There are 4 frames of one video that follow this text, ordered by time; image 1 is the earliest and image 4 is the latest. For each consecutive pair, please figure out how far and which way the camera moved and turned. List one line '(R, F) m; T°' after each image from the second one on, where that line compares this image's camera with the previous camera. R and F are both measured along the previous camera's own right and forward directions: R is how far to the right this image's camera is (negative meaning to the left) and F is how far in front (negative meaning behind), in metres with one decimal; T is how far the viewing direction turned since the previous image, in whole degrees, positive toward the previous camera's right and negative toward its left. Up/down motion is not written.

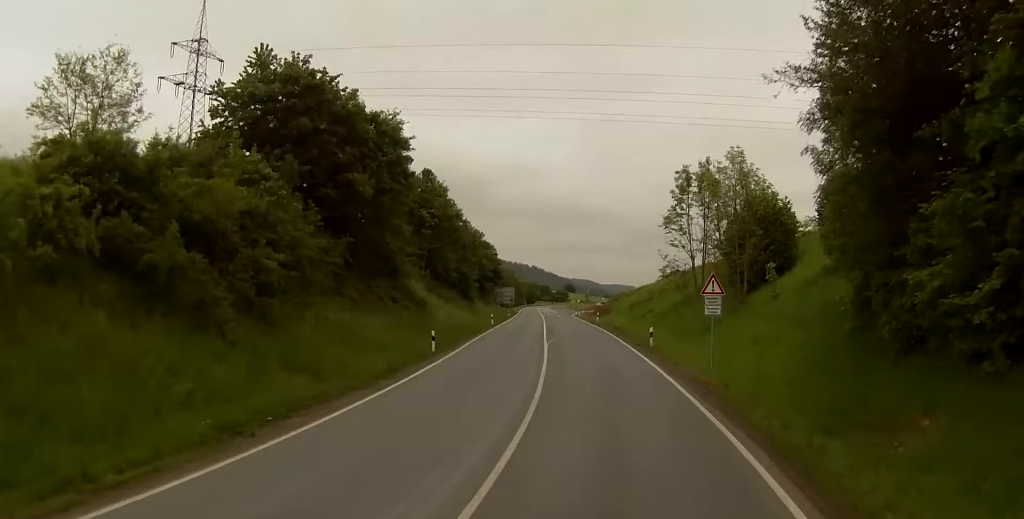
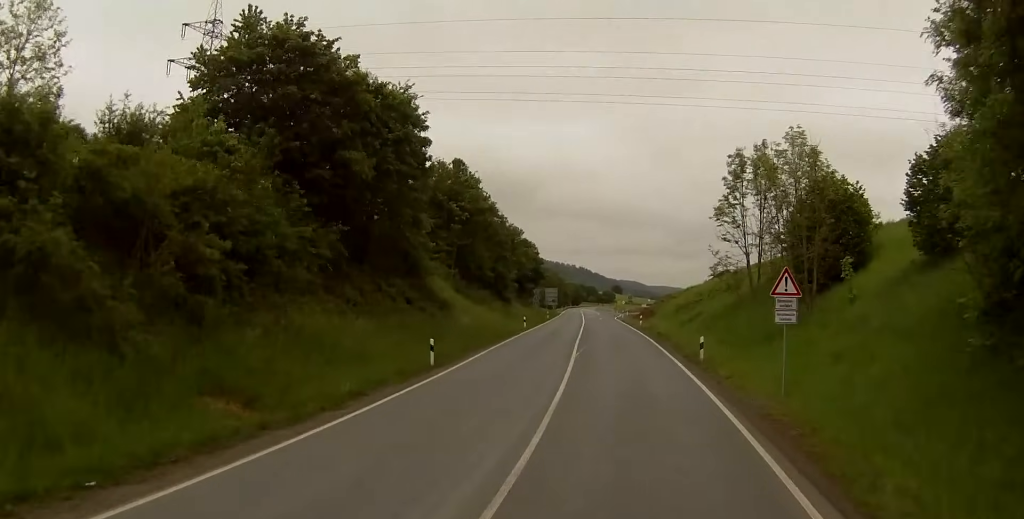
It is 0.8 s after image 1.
(0.0, +7.1) m; 0°
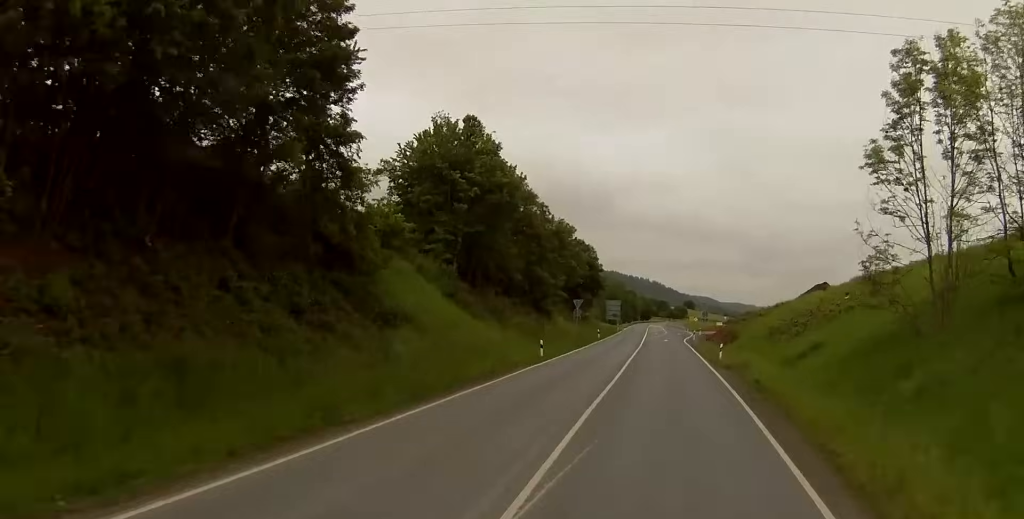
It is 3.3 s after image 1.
(-2.1, +24.9) m; -9°
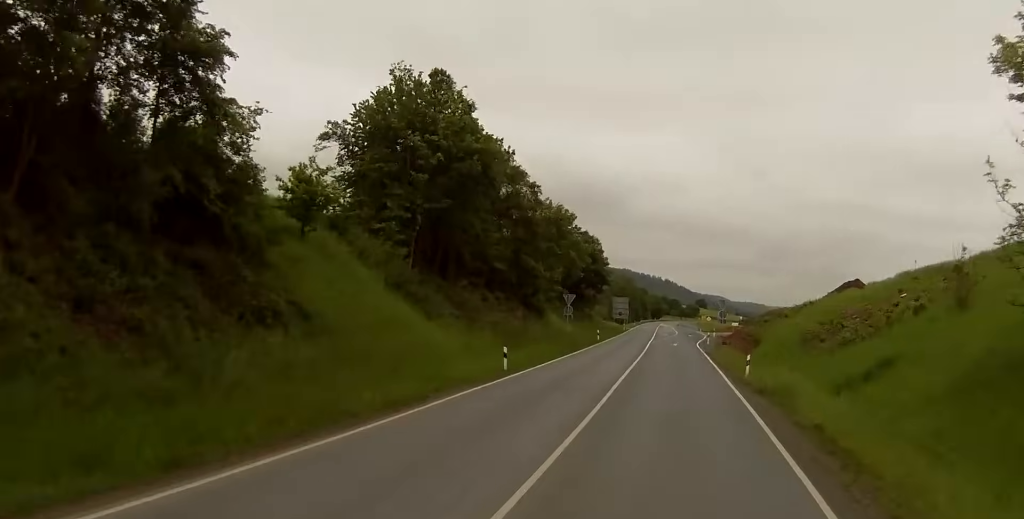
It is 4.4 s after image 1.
(+0.3, +11.7) m; -1°
